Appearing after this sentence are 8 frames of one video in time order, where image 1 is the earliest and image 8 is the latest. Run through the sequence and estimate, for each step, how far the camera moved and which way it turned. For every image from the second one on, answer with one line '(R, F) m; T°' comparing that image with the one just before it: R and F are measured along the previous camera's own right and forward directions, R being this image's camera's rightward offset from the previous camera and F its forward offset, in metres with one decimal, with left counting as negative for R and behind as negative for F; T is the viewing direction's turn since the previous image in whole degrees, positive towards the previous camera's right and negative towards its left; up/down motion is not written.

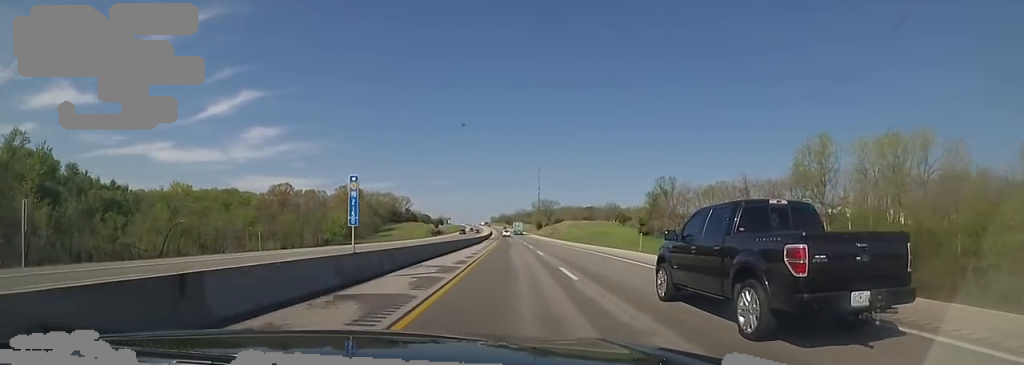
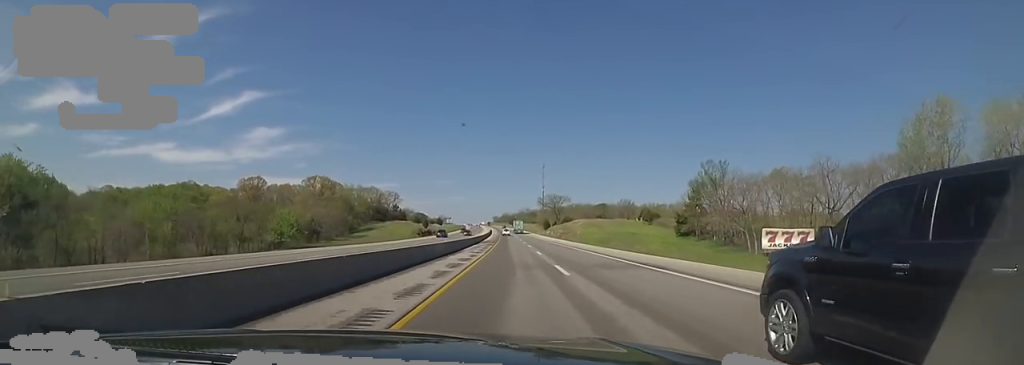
(0.0, +28.3) m; 0°
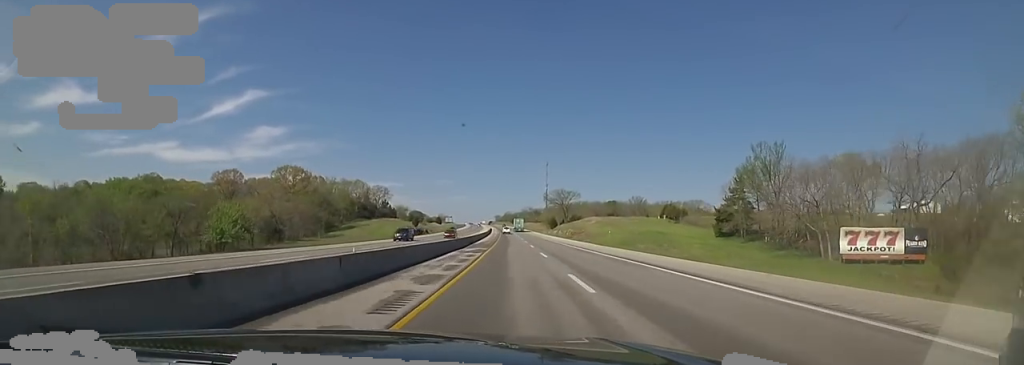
(0.0, +19.7) m; 0°
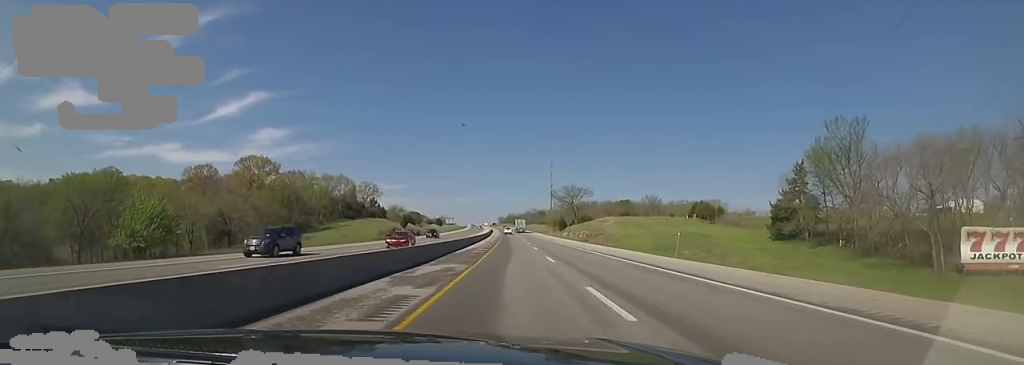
(0.0, +18.5) m; 0°
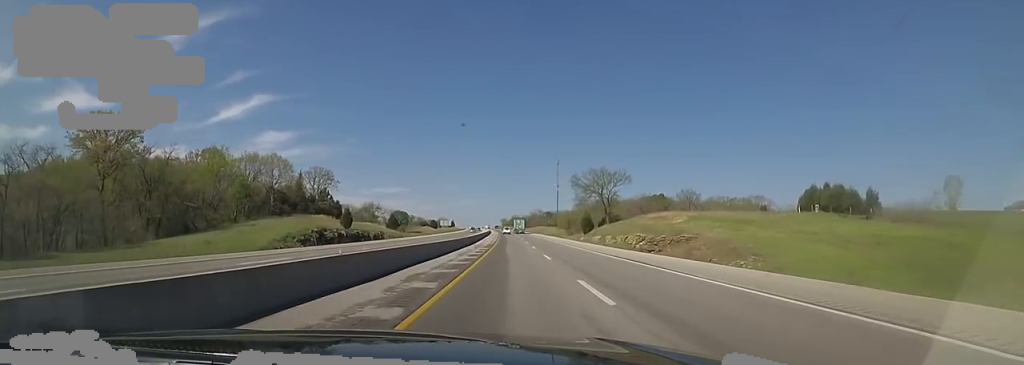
(0.0, +43.4) m; -2°
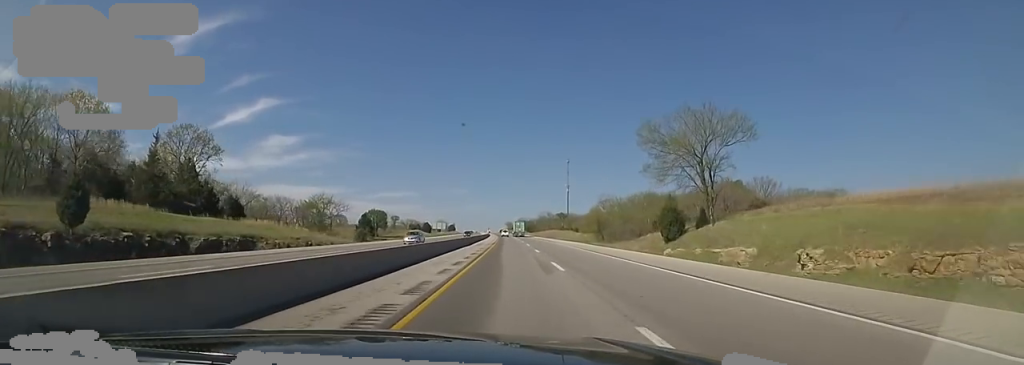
(-1.3, +52.4) m; 0°
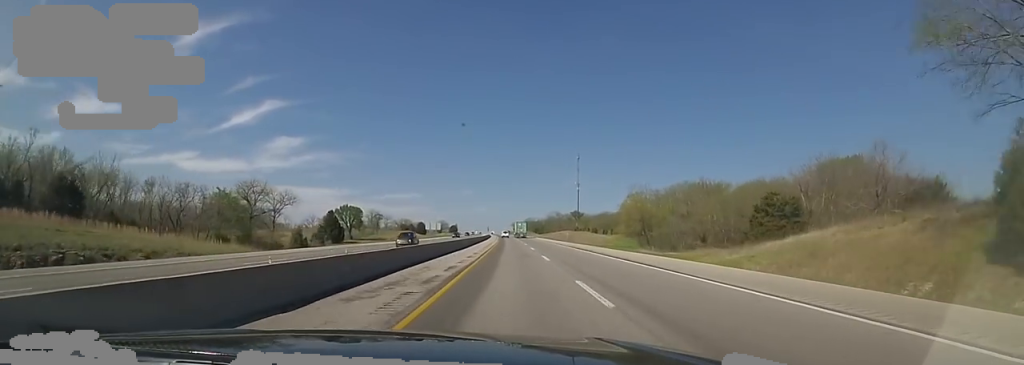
(+0.8, +38.8) m; -1°
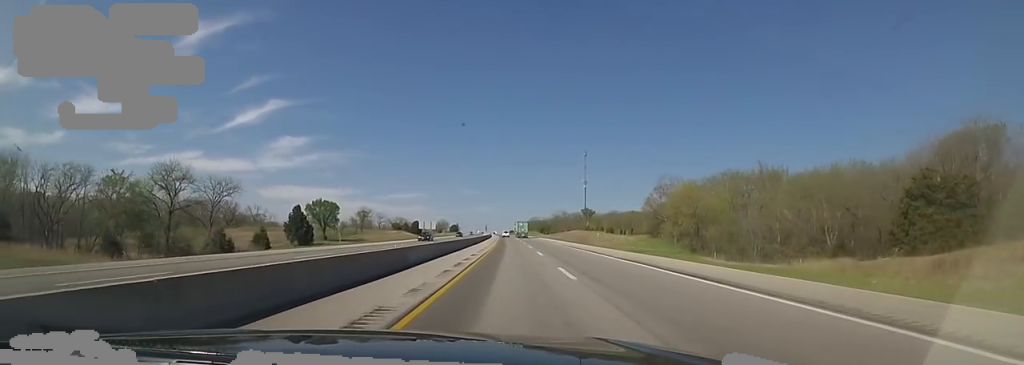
(-0.7, +25.0) m; -2°
